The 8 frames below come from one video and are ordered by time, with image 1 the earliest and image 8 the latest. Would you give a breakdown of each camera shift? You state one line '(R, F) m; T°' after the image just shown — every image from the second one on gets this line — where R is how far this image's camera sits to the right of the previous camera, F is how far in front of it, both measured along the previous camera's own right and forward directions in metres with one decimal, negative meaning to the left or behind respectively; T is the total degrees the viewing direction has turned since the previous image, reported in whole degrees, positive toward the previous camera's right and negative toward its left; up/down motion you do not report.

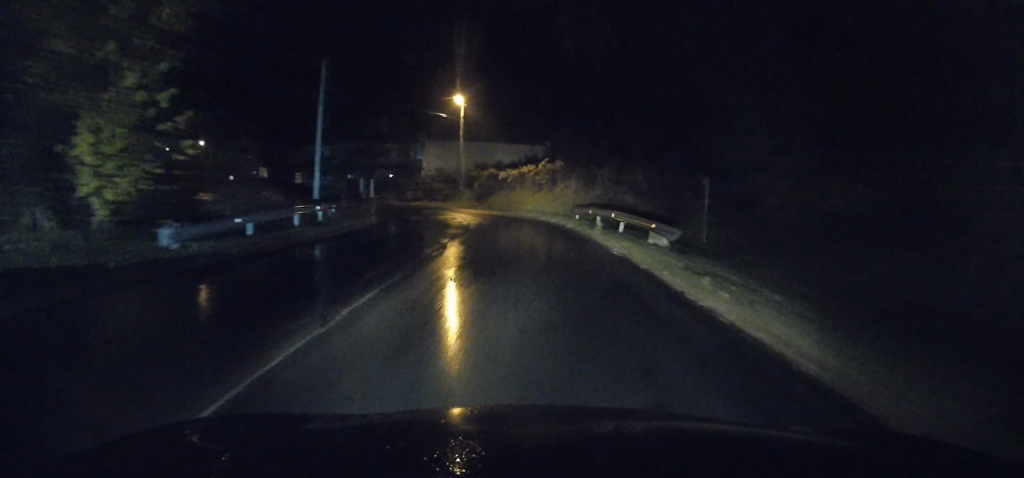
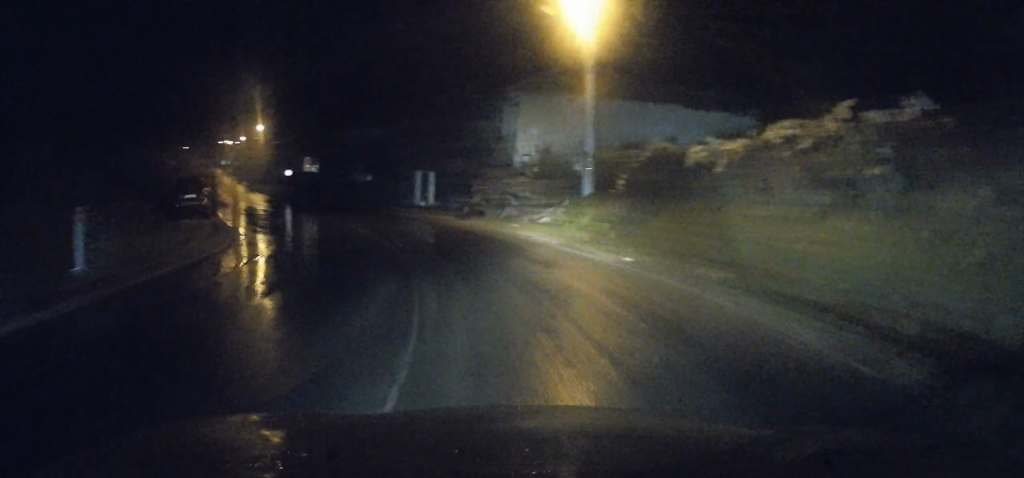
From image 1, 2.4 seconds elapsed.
(+0.6, +28.8) m; -13°
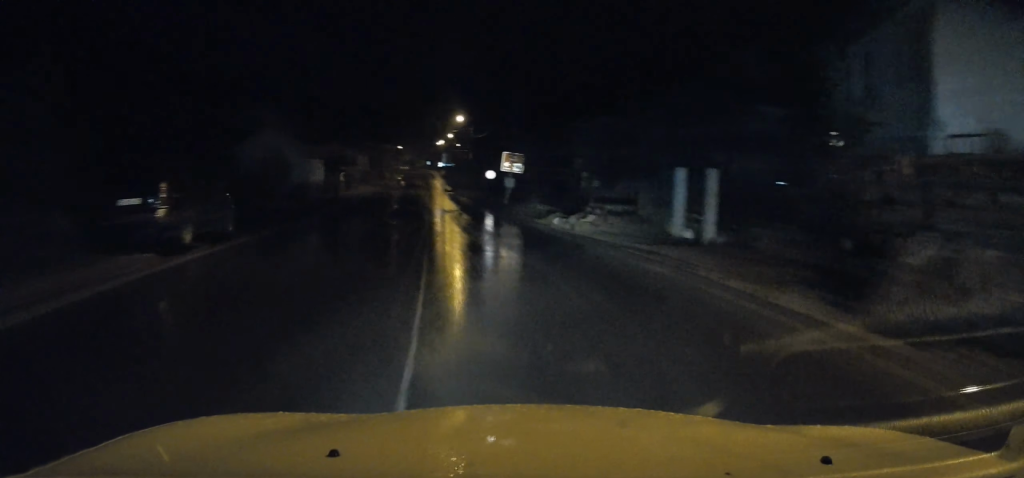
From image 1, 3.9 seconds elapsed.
(-4.6, +16.2) m; -27°
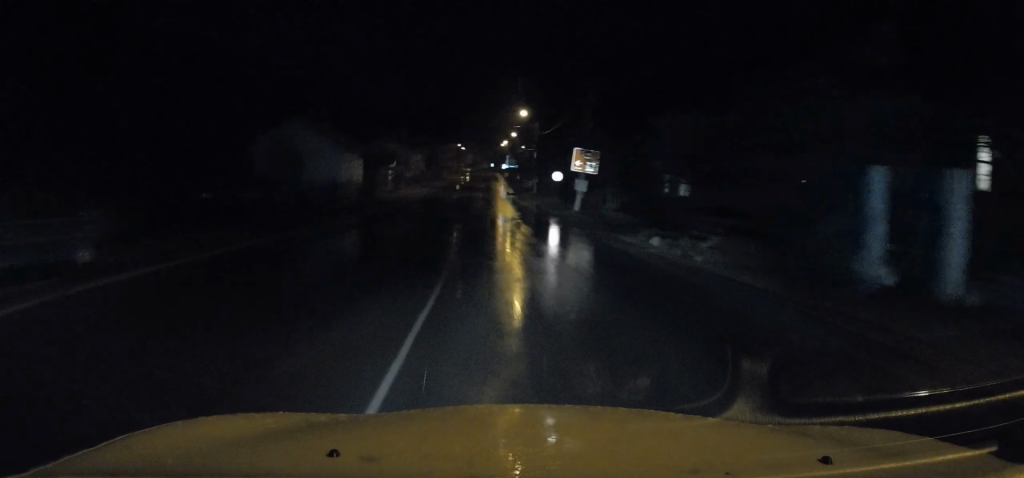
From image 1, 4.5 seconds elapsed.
(-0.4, +7.5) m; -6°
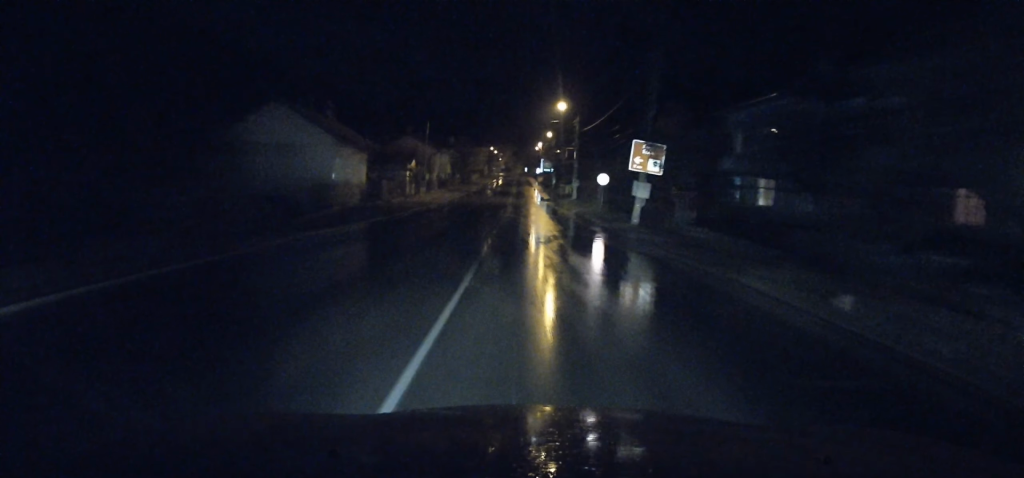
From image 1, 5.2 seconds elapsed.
(-0.5, +8.7) m; -3°
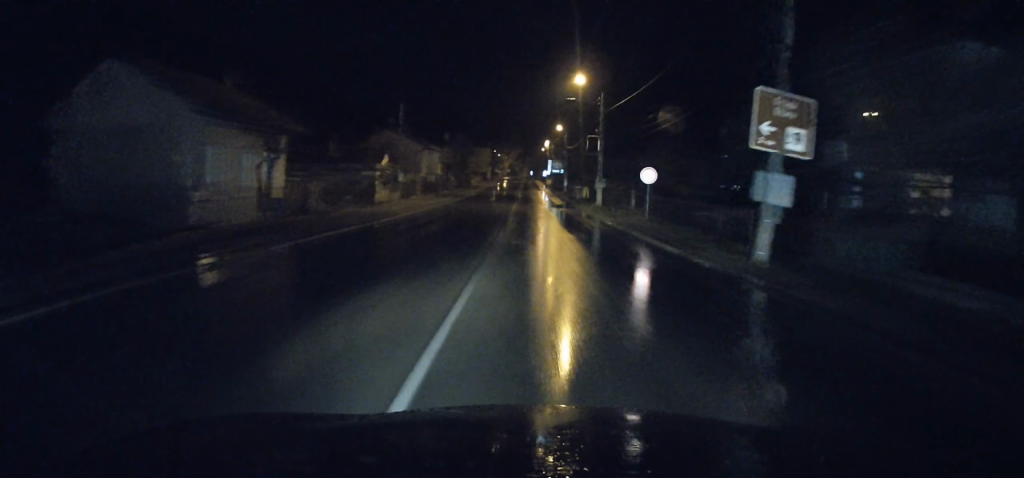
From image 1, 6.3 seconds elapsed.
(-0.2, +14.1) m; -1°
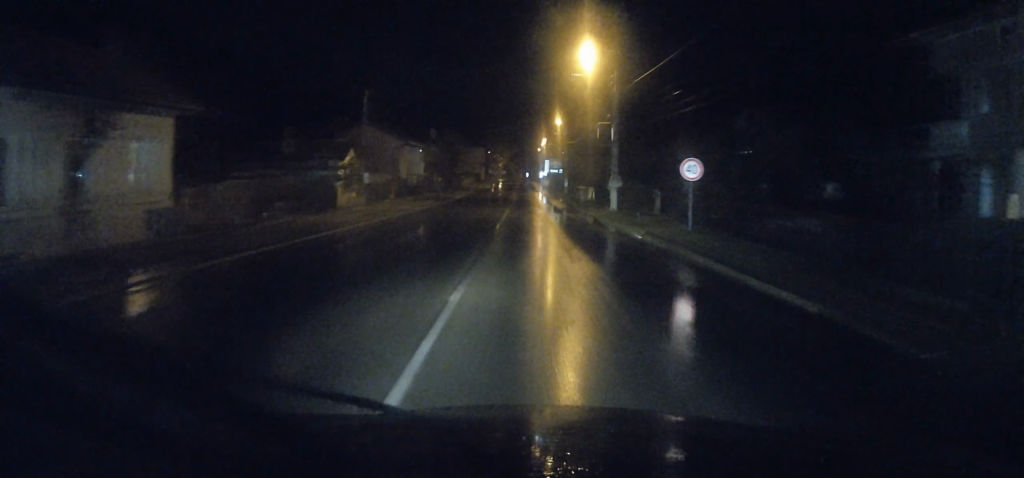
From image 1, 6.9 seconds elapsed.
(0.0, +8.2) m; +1°
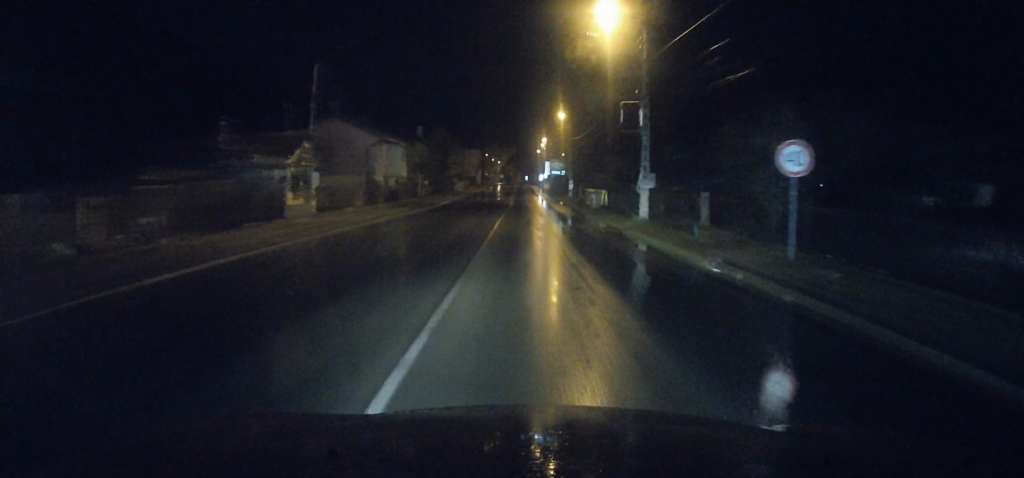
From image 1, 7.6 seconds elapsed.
(-0.1, +8.2) m; +1°
